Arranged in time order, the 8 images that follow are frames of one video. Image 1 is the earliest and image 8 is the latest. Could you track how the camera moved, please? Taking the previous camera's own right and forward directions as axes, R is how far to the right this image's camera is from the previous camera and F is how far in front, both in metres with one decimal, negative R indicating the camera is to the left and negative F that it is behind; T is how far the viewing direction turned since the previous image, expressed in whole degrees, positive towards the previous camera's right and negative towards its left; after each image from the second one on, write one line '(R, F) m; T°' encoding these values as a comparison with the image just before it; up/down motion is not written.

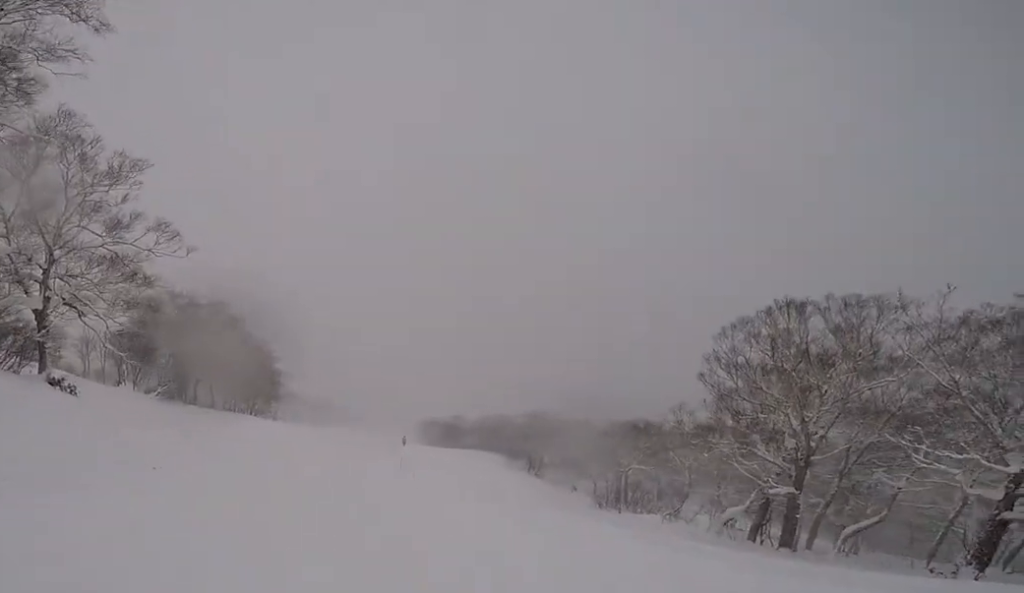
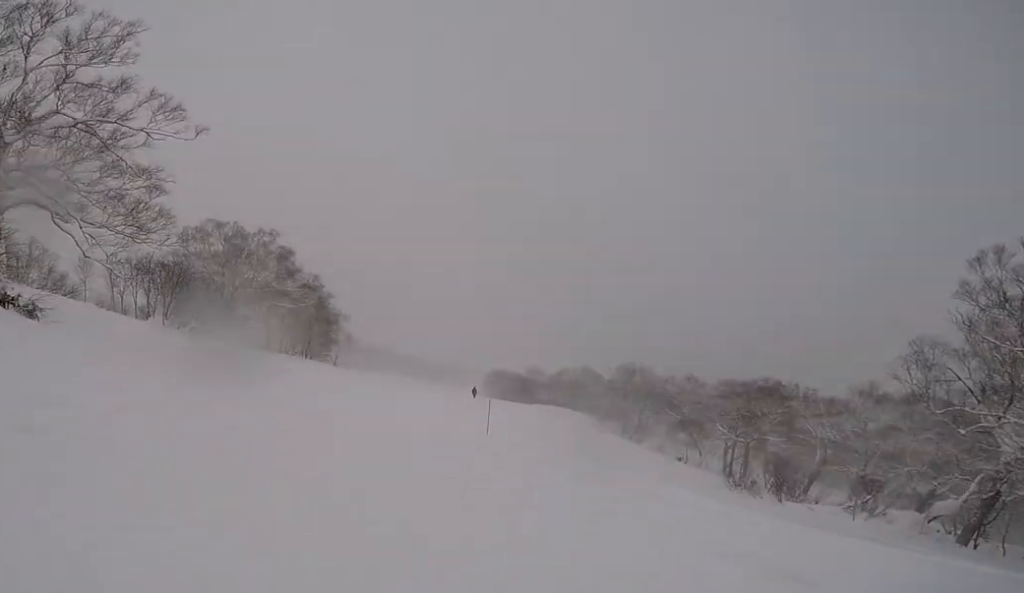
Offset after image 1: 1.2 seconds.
(+0.5, +8.6) m; +4°
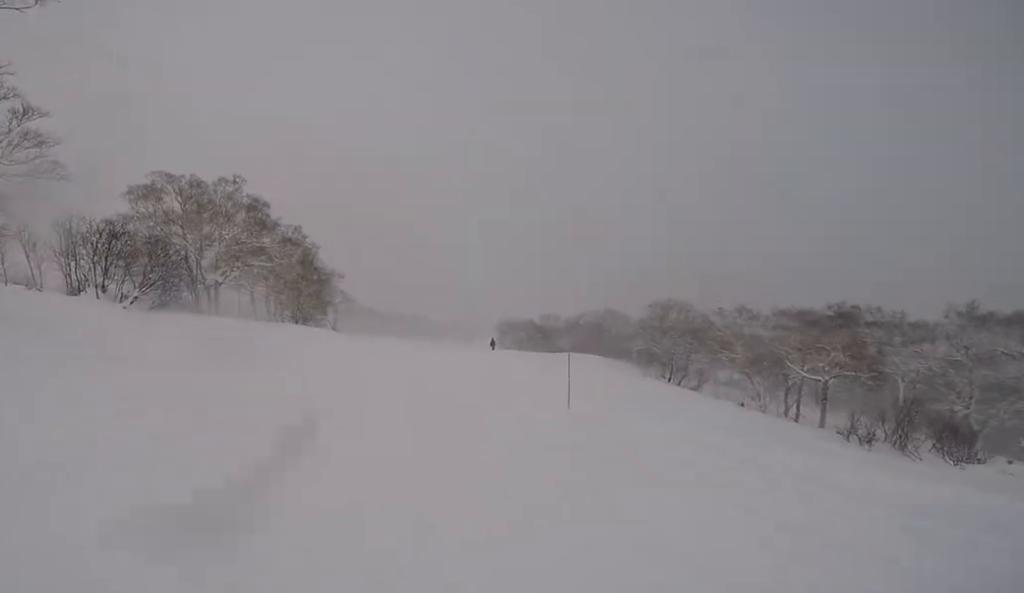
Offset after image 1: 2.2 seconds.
(0.0, +8.4) m; 0°
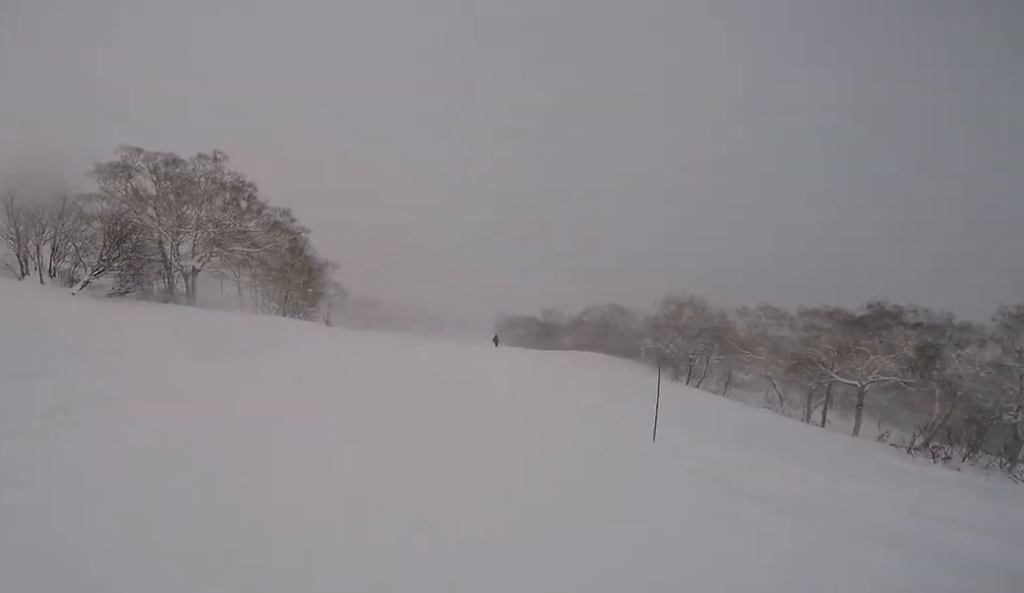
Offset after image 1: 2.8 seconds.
(0.0, +4.5) m; 0°
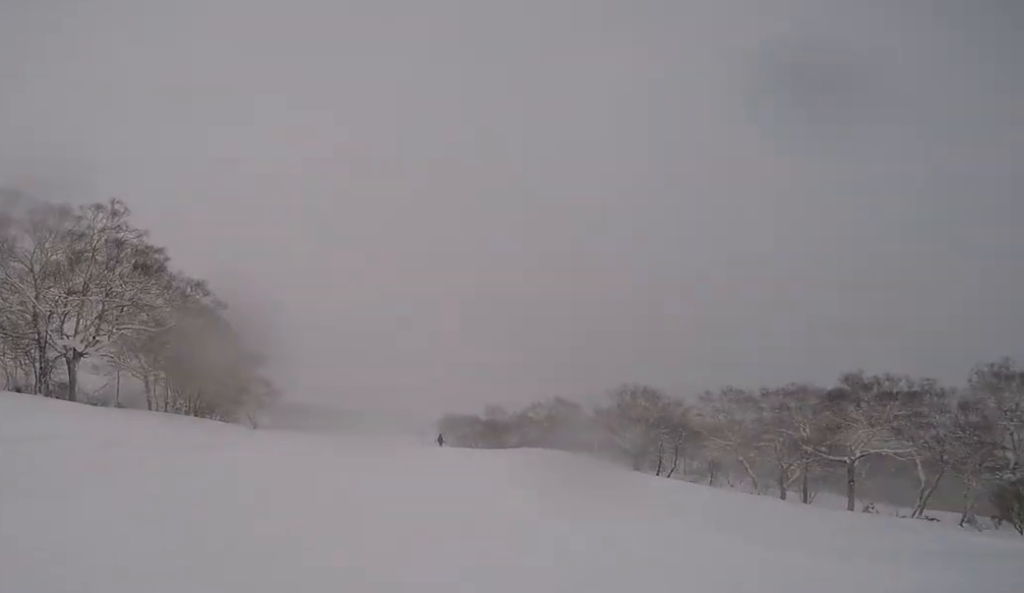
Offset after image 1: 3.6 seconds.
(0.0, +7.0) m; 0°
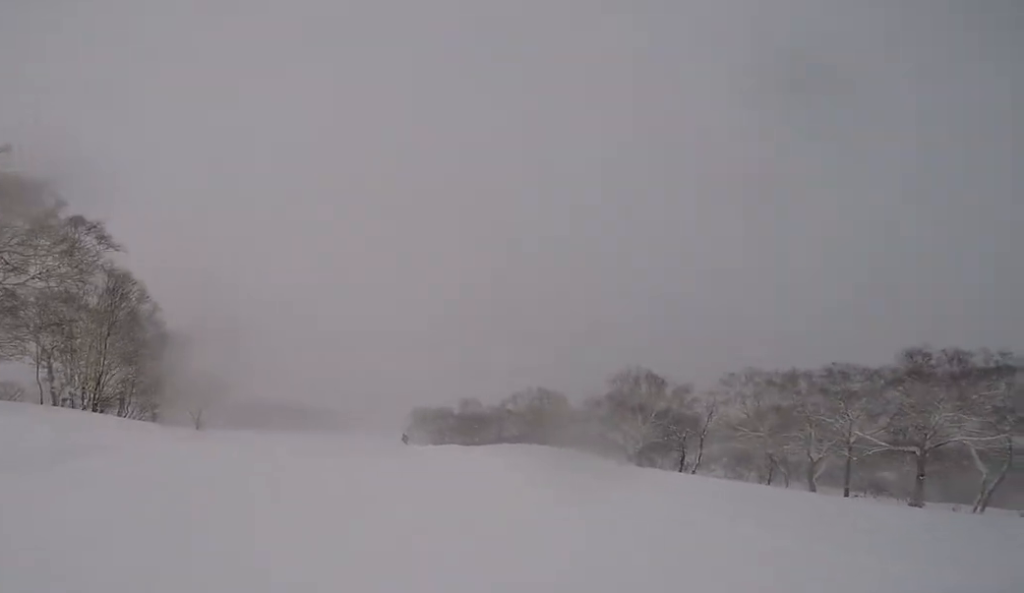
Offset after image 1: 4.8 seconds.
(0.0, +9.6) m; 0°
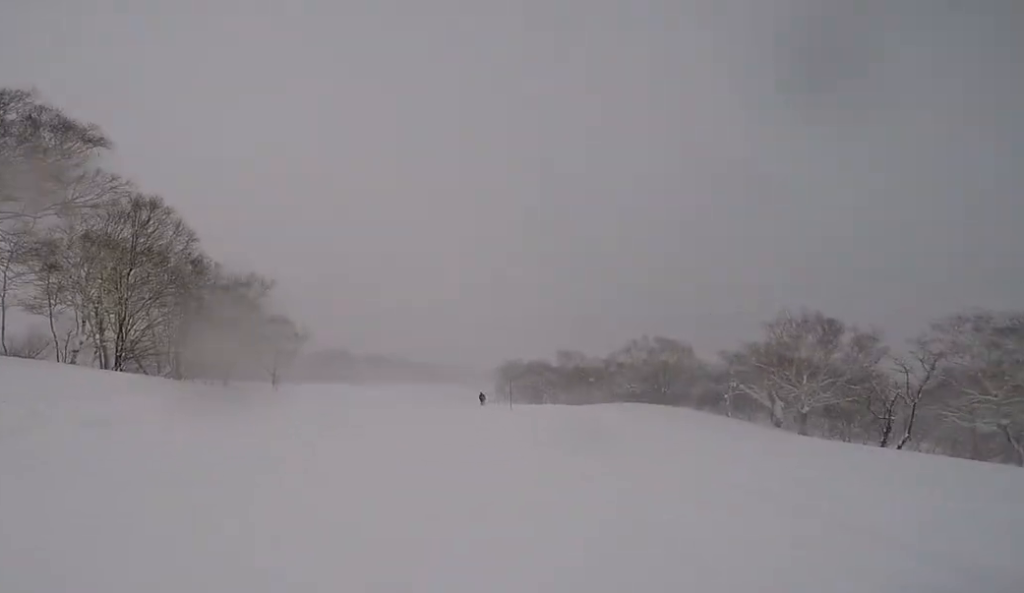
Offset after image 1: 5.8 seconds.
(0.0, +8.3) m; 0°
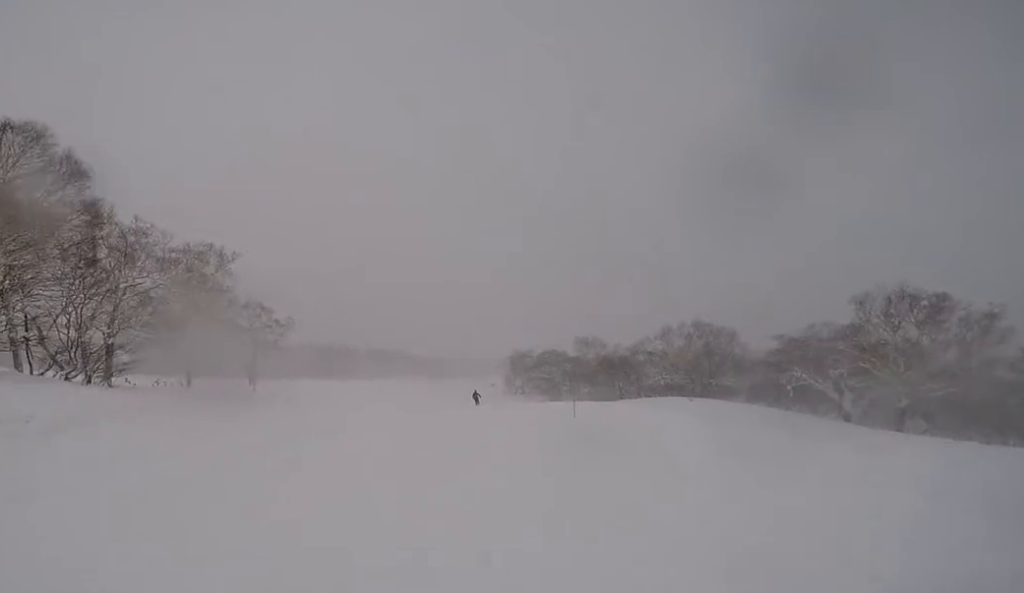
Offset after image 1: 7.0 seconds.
(0.0, +9.8) m; 0°
